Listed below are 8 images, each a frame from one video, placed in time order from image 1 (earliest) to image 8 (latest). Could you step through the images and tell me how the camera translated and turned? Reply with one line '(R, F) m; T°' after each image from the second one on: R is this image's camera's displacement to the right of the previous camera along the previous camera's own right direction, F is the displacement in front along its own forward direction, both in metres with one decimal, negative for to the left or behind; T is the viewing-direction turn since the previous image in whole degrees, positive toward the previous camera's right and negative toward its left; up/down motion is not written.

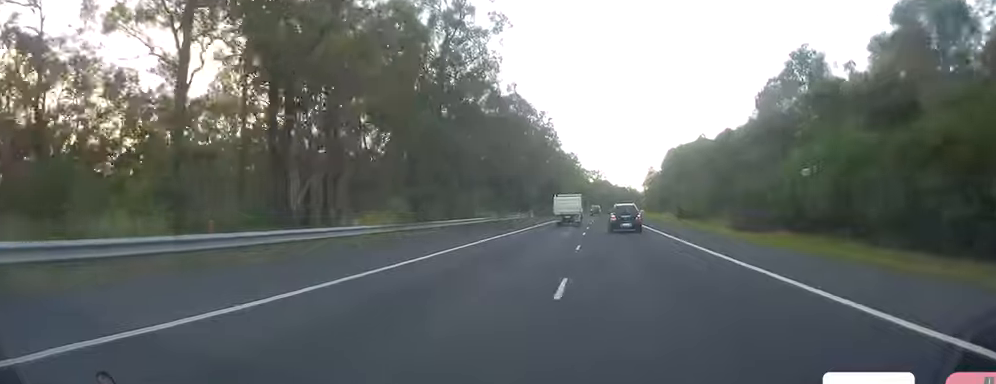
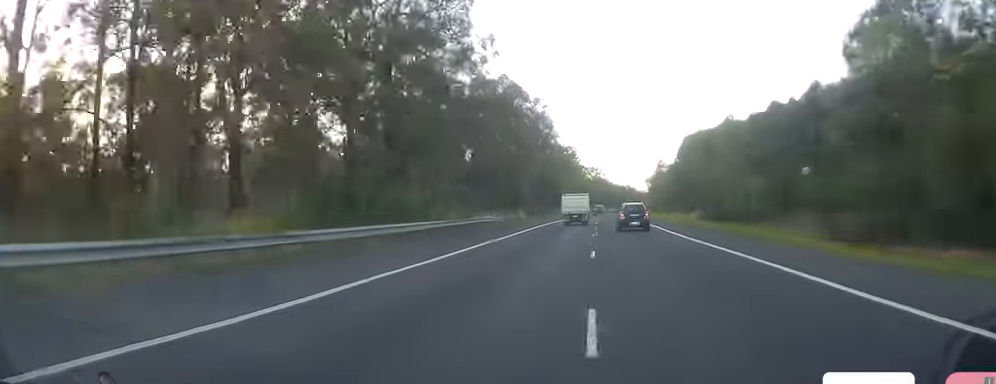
(-0.3, +16.2) m; +1°
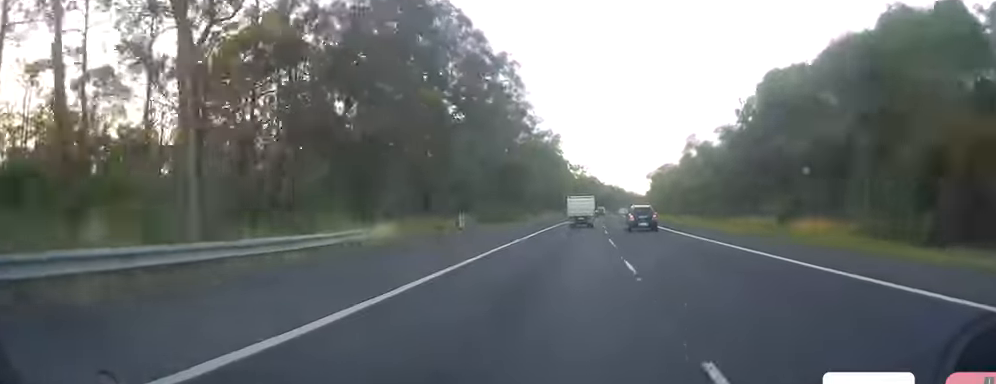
(+0.9, +39.7) m; +1°
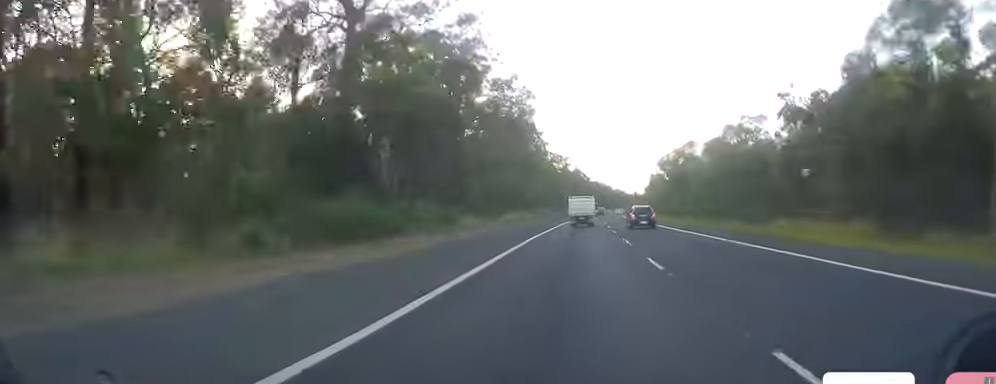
(+0.3, +47.7) m; +2°
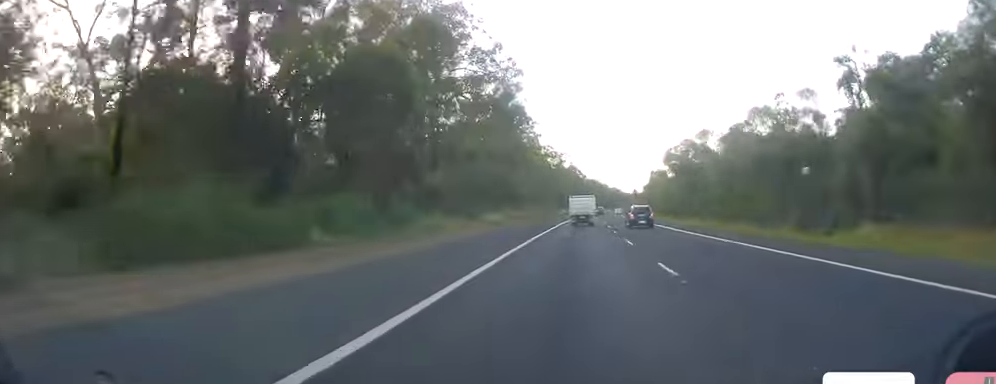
(+0.2, +13.1) m; 0°
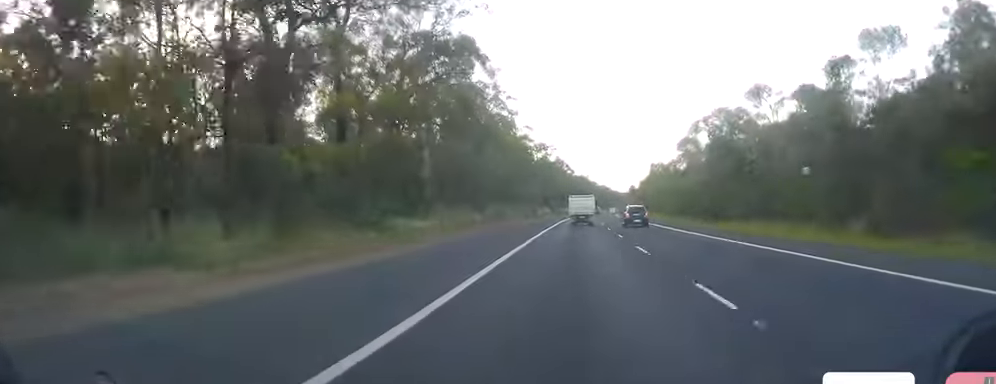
(-0.1, +29.0) m; +1°
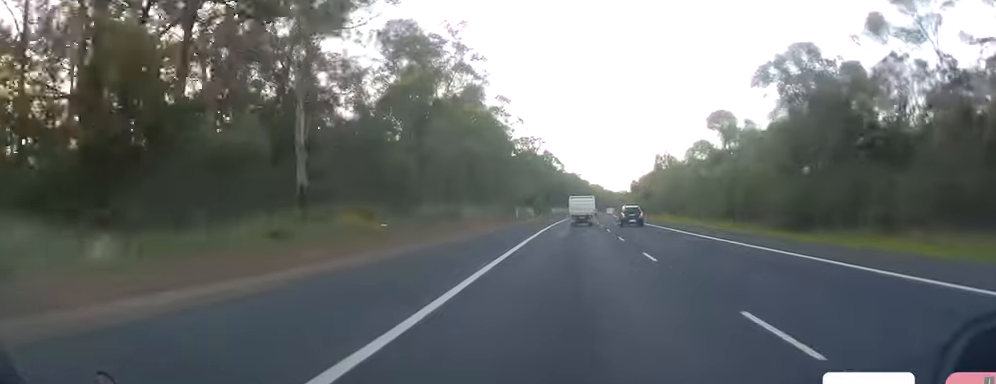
(+0.4, +27.1) m; +2°
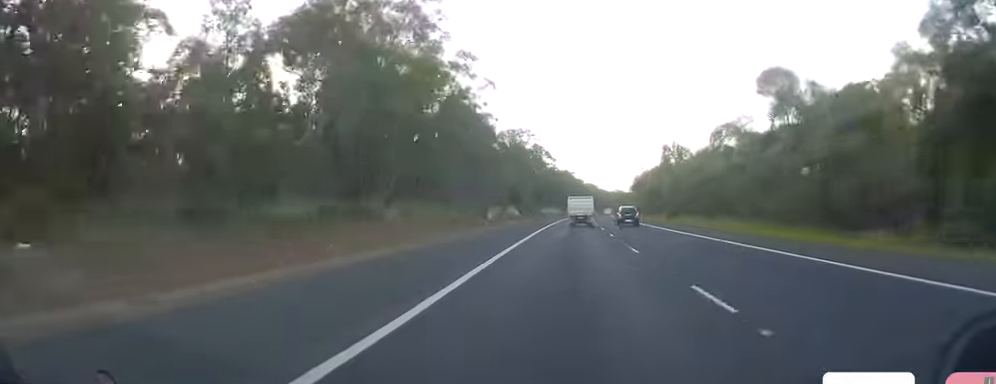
(+0.4, +21.6) m; +1°
